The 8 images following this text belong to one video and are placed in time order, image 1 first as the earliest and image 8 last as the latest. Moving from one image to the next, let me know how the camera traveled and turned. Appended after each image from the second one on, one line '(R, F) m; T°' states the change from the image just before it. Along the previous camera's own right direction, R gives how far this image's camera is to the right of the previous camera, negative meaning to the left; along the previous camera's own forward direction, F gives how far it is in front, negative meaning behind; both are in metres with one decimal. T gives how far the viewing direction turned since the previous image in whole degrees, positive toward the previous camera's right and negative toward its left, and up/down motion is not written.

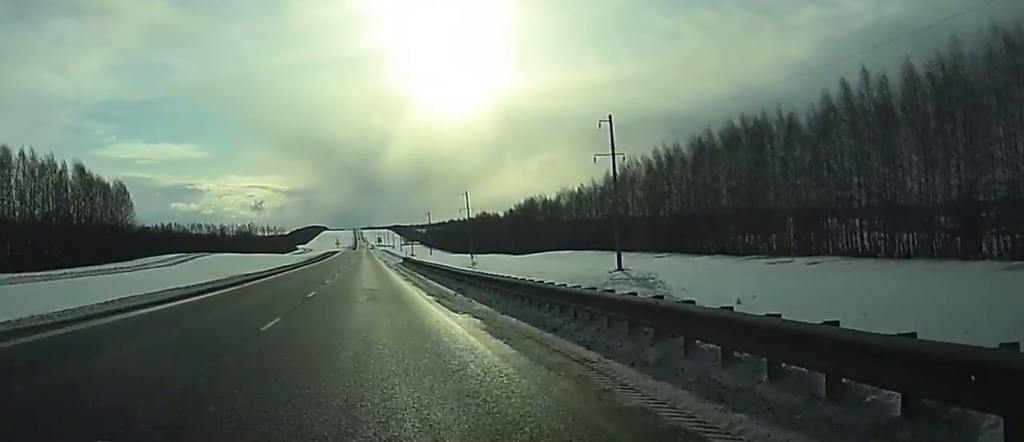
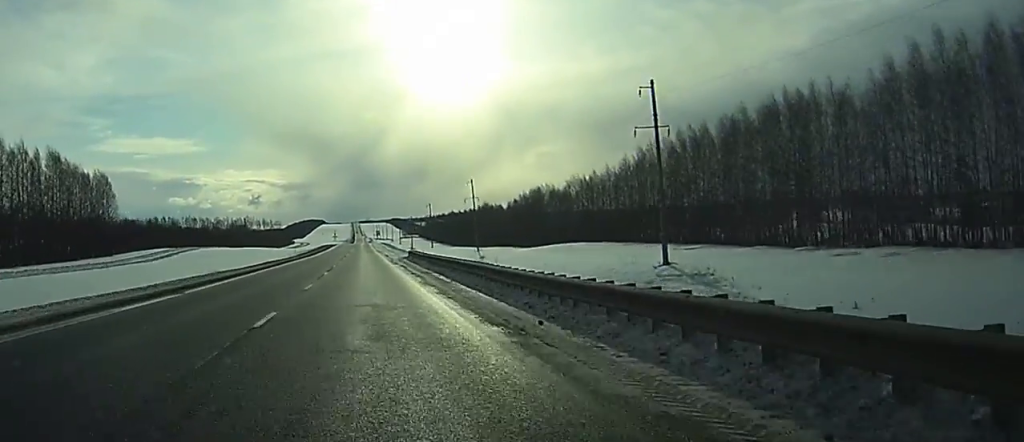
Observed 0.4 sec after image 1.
(0.0, +13.0) m; 0°
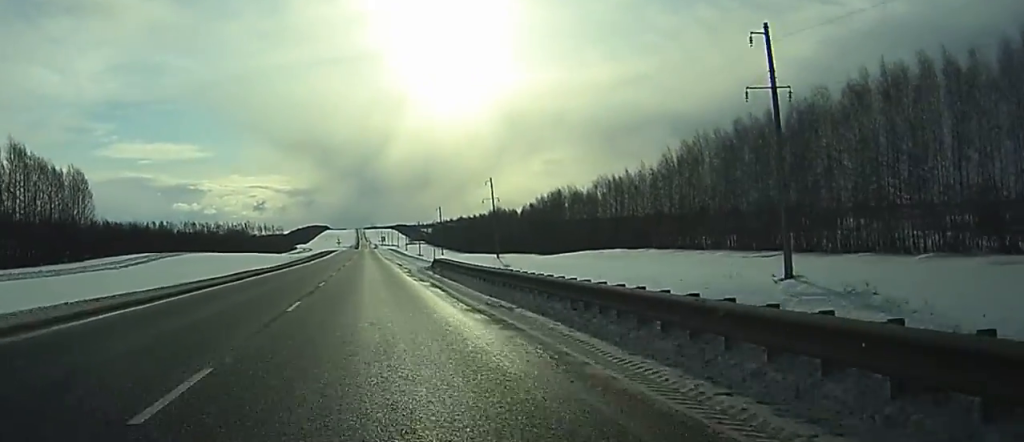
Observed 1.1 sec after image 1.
(+0.1, +20.0) m; 0°
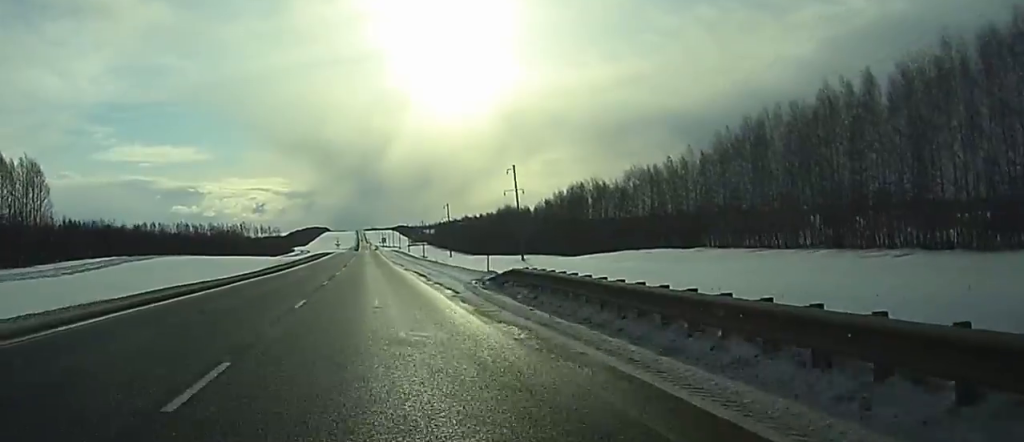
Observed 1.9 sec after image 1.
(0.0, +24.1) m; 0°
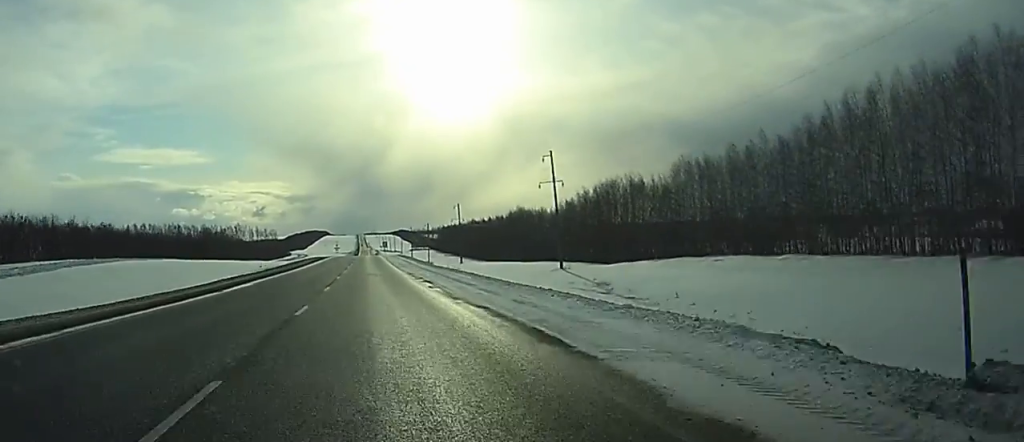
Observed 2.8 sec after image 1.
(-0.3, +26.2) m; 0°
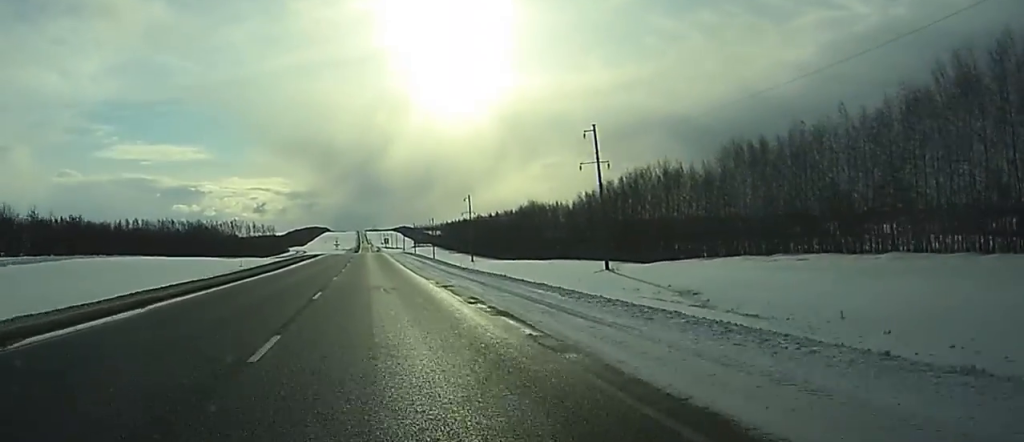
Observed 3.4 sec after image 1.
(0.0, +20.0) m; +1°
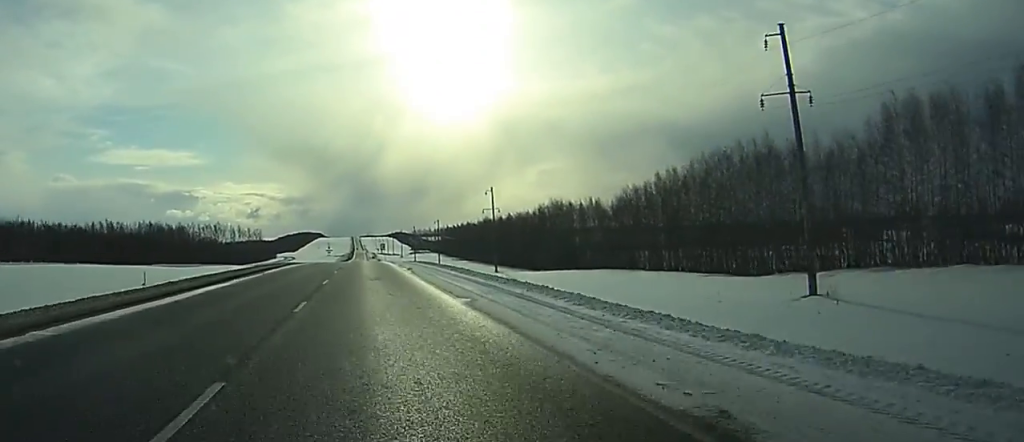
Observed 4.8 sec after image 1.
(+0.6, +41.4) m; +1°
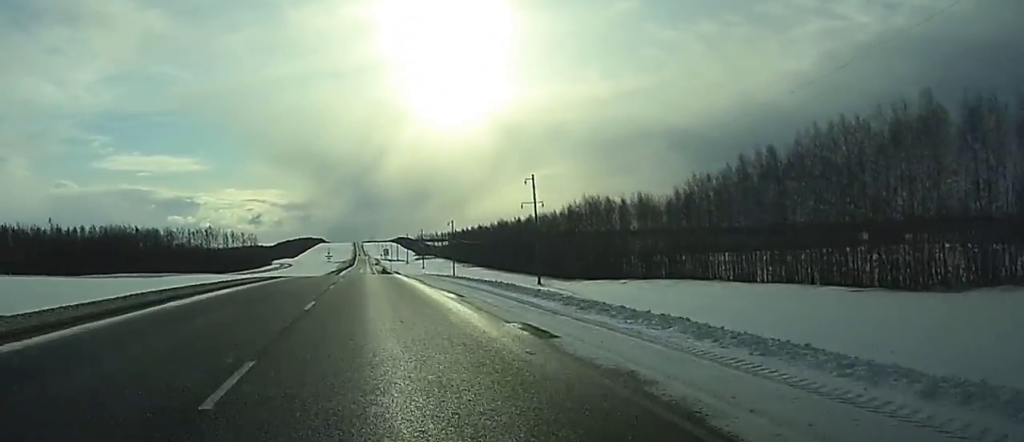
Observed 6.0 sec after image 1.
(0.0, +34.3) m; 0°
